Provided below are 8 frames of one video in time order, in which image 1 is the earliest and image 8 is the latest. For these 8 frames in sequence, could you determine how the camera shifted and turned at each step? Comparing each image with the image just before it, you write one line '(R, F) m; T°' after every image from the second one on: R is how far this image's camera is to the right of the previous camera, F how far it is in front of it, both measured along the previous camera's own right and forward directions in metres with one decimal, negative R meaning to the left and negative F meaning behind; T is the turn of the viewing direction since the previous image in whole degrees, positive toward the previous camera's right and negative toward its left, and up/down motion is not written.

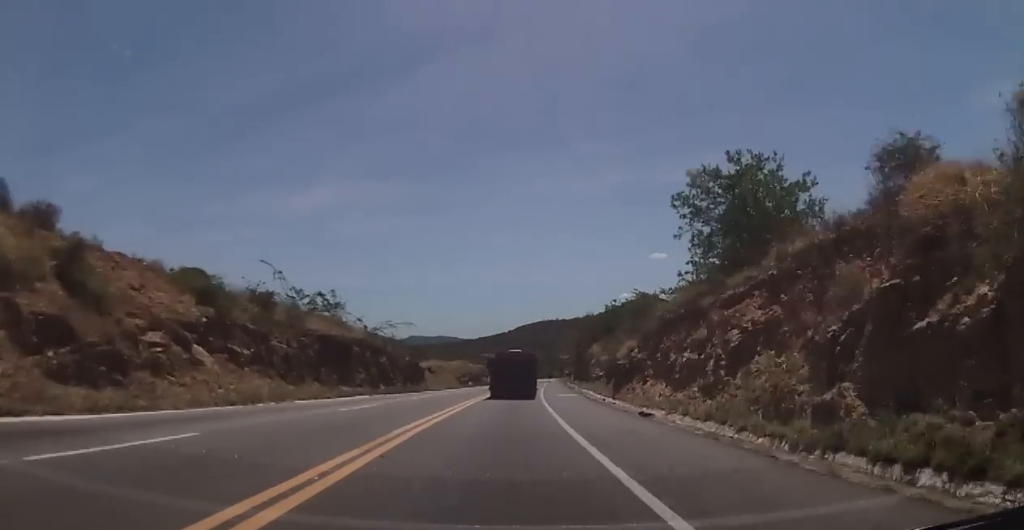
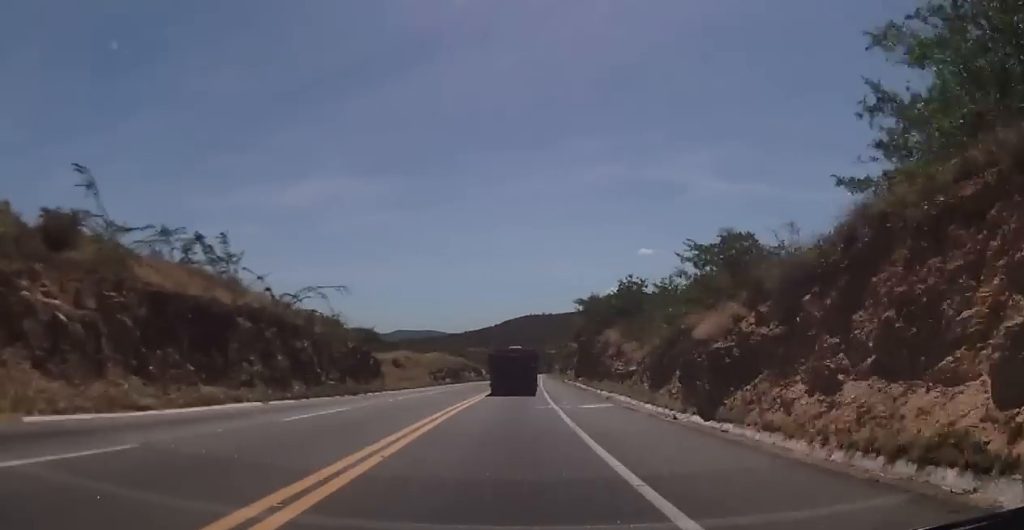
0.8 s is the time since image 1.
(+0.1, +19.3) m; +1°
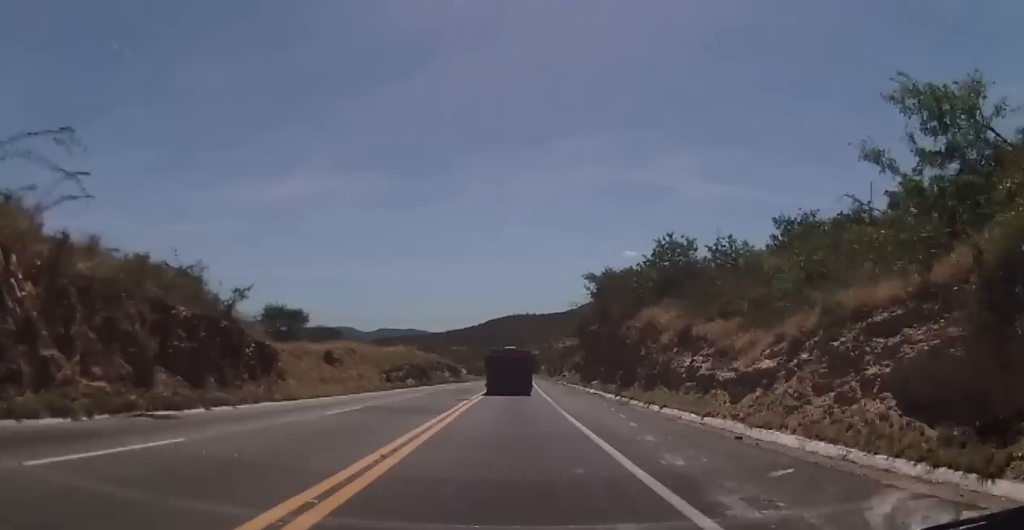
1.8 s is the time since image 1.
(+0.4, +22.2) m; +2°
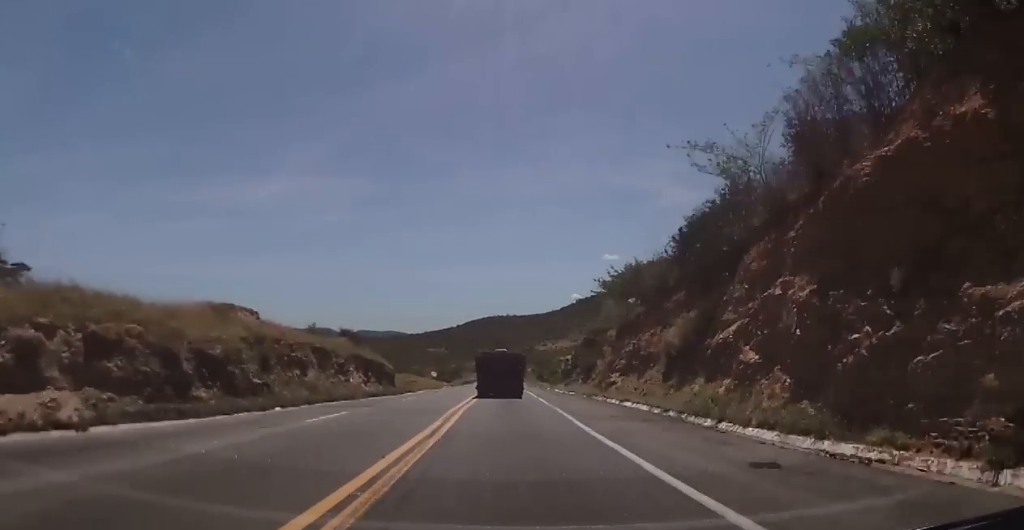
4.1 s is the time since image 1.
(+2.4, +51.5) m; +3°
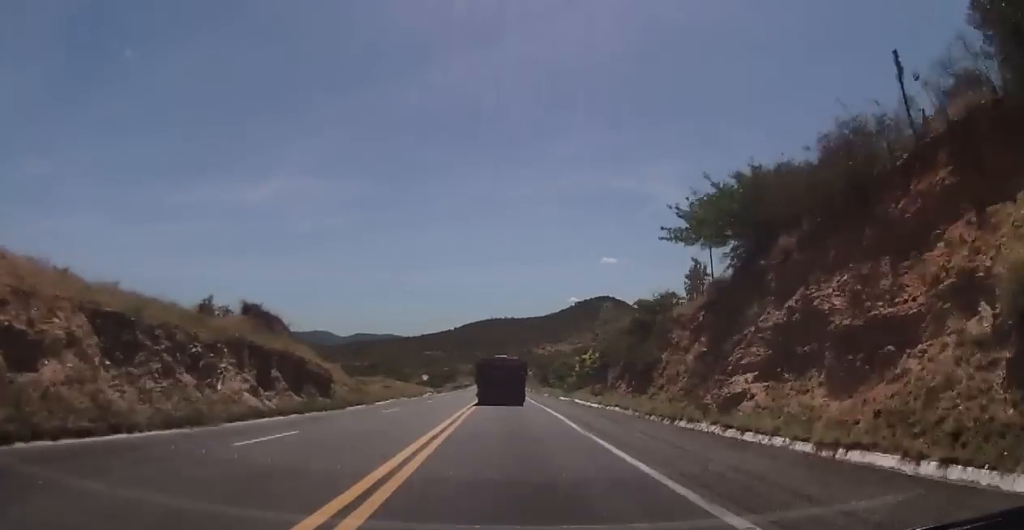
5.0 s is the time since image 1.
(-0.3, +22.0) m; 0°
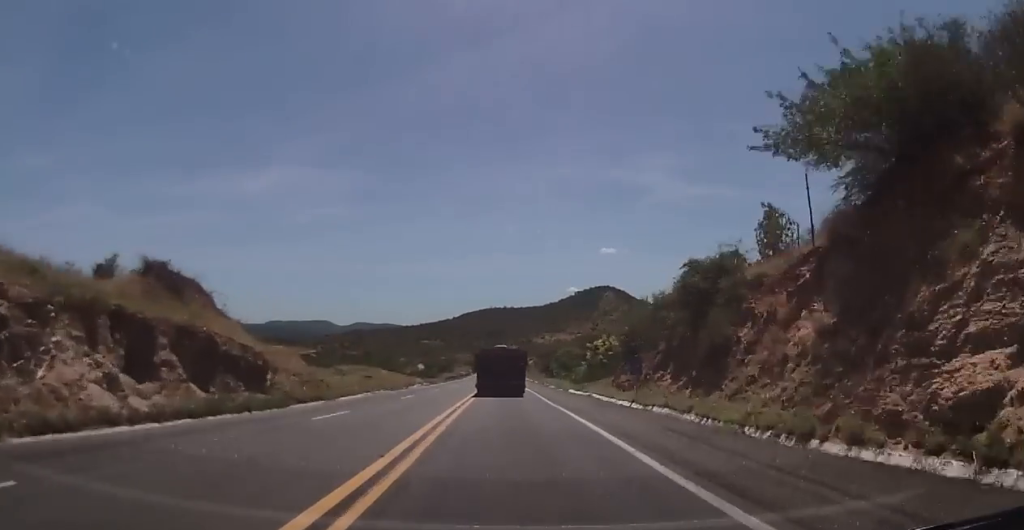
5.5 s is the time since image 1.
(-0.1, +10.6) m; +1°
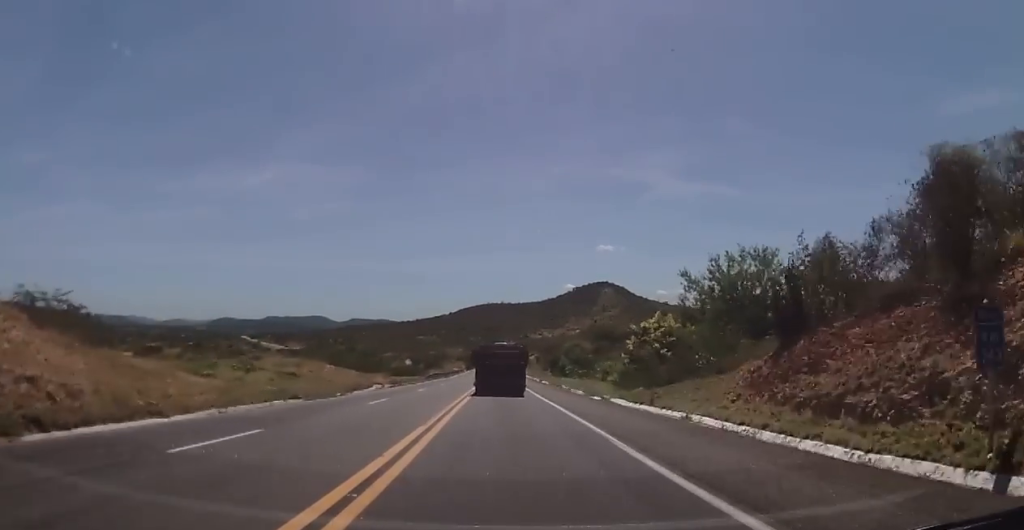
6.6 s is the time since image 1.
(+0.5, +24.2) m; 0°
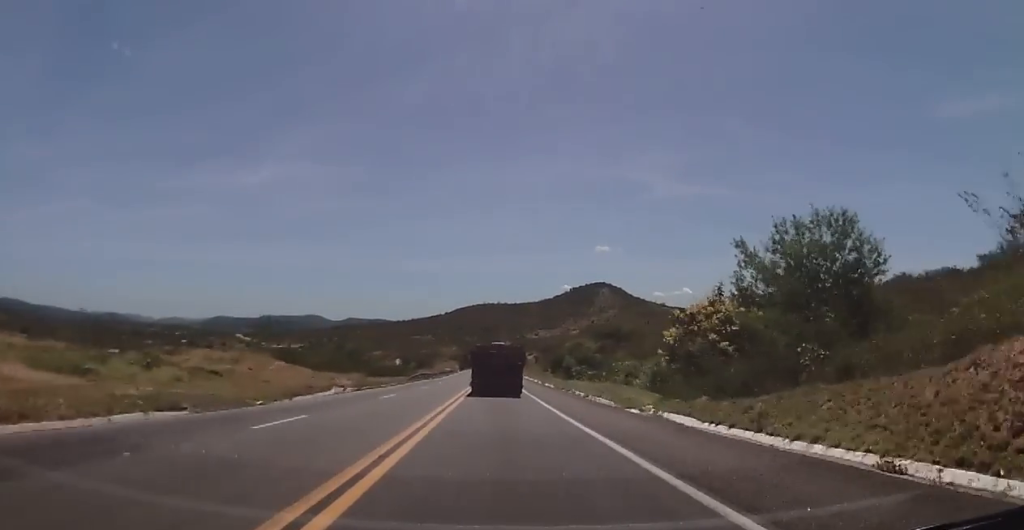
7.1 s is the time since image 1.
(-0.2, +12.1) m; 0°
